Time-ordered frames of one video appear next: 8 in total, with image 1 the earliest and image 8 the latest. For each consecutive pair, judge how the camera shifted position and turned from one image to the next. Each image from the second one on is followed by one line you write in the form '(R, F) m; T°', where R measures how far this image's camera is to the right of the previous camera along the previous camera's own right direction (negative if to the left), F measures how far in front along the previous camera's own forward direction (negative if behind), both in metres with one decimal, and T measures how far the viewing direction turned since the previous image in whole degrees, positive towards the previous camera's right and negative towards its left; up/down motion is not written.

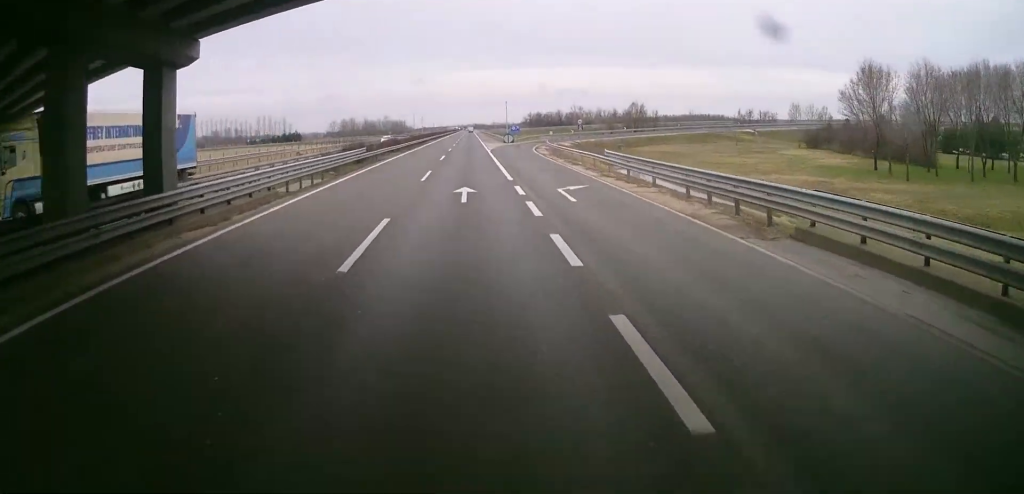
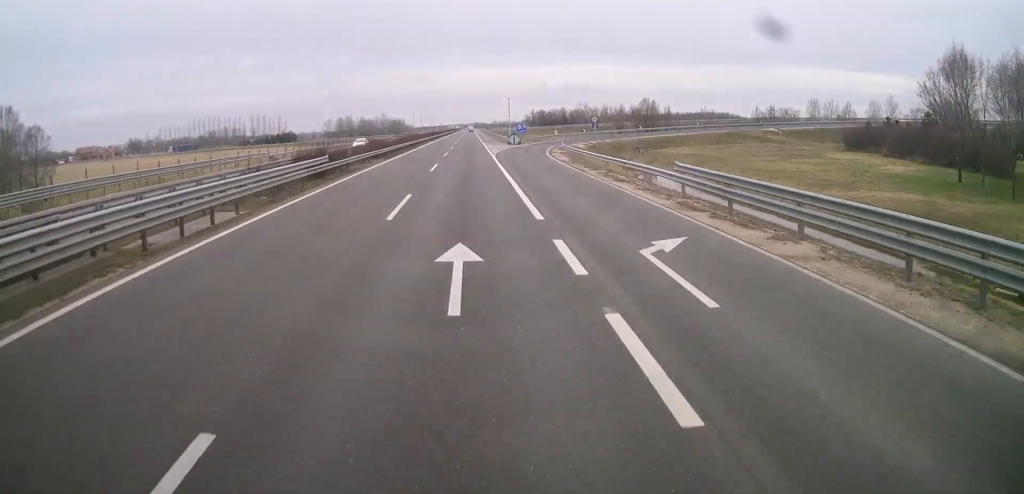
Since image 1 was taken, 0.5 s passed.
(0.0, +11.5) m; 0°
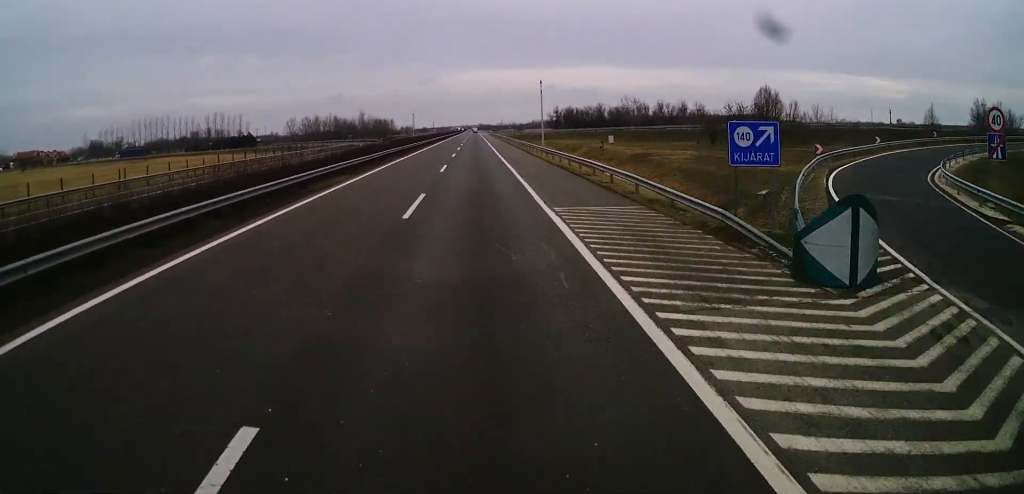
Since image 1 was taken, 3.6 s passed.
(-0.4, +70.6) m; -1°
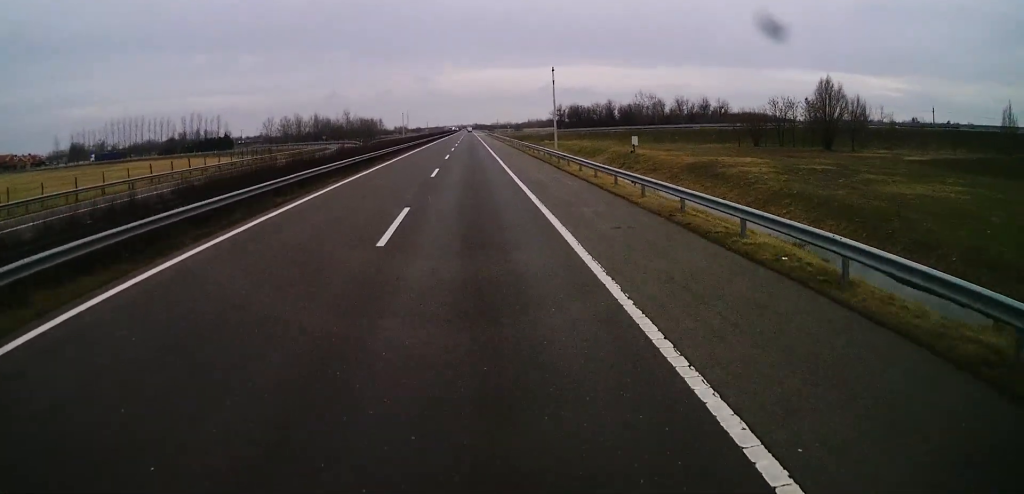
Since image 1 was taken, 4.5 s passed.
(-0.1, +21.6) m; 0°
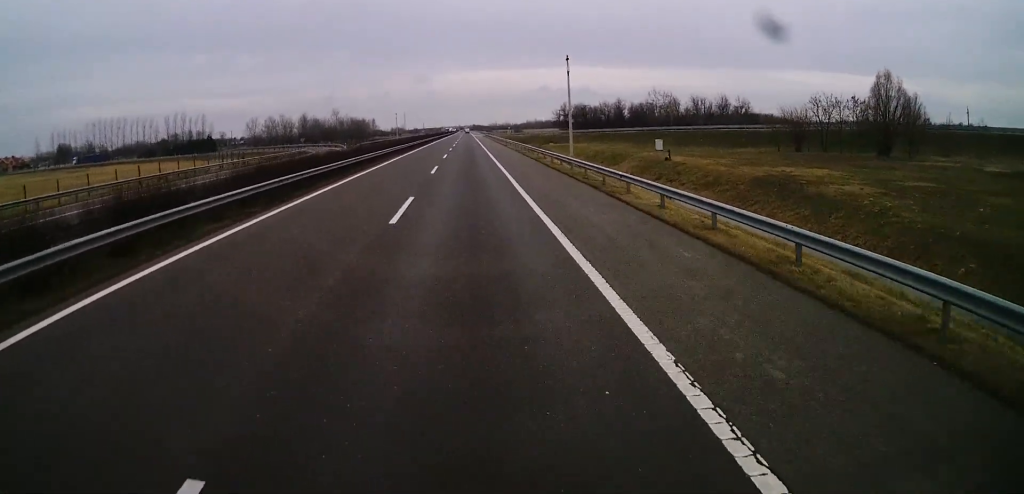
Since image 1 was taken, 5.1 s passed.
(+0.2, +14.6) m; 0°
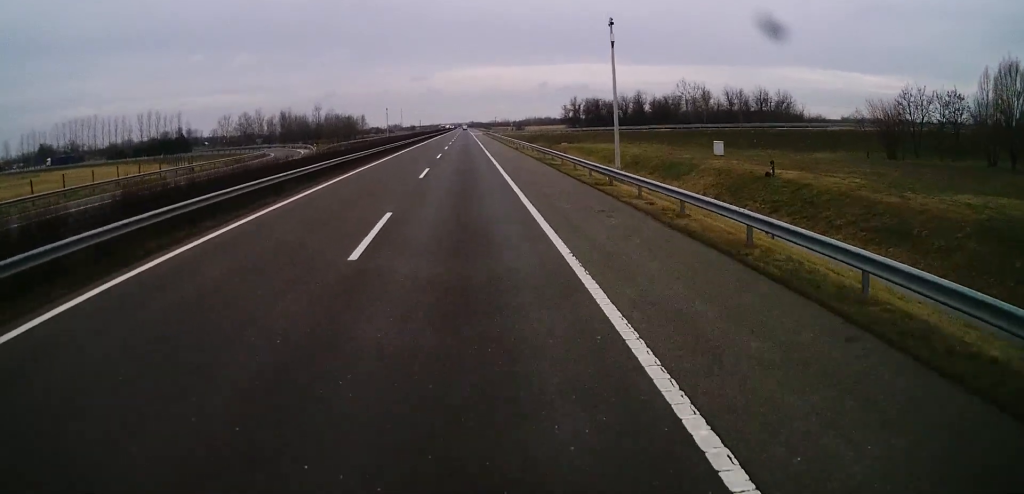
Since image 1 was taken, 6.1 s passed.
(-0.4, +22.3) m; 0°
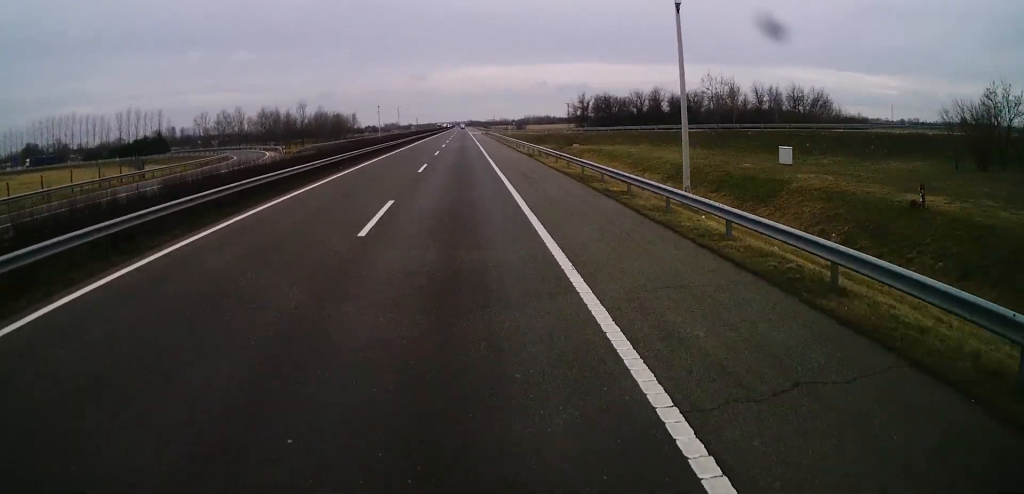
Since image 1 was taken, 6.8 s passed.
(+0.2, +15.4) m; 0°
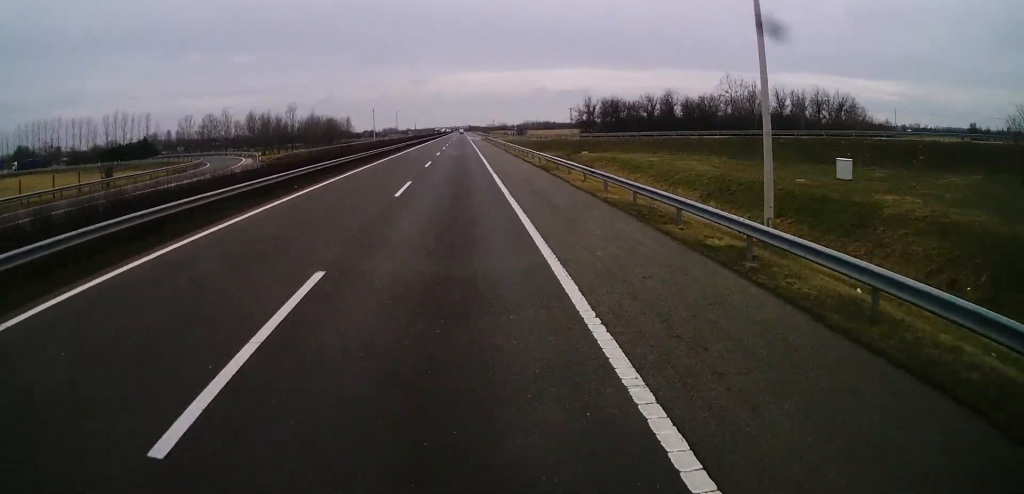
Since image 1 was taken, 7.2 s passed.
(+0.1, +9.2) m; 0°
